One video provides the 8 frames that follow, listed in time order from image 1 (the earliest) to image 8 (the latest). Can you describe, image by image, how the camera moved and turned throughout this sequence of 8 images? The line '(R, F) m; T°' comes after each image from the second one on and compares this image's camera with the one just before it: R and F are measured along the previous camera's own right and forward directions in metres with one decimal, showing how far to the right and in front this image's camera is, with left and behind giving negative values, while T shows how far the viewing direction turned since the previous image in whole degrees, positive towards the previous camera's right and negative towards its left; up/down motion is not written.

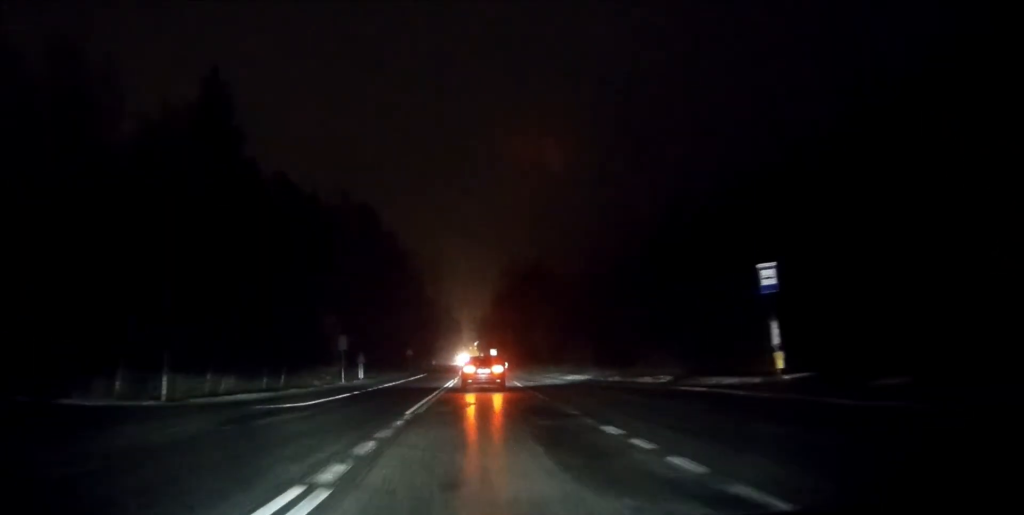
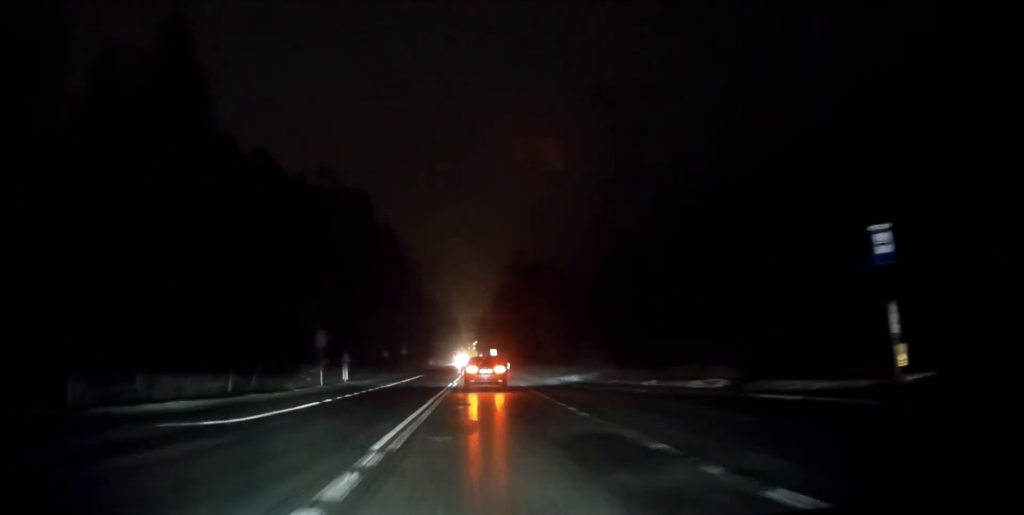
(0.0, +6.2) m; 0°
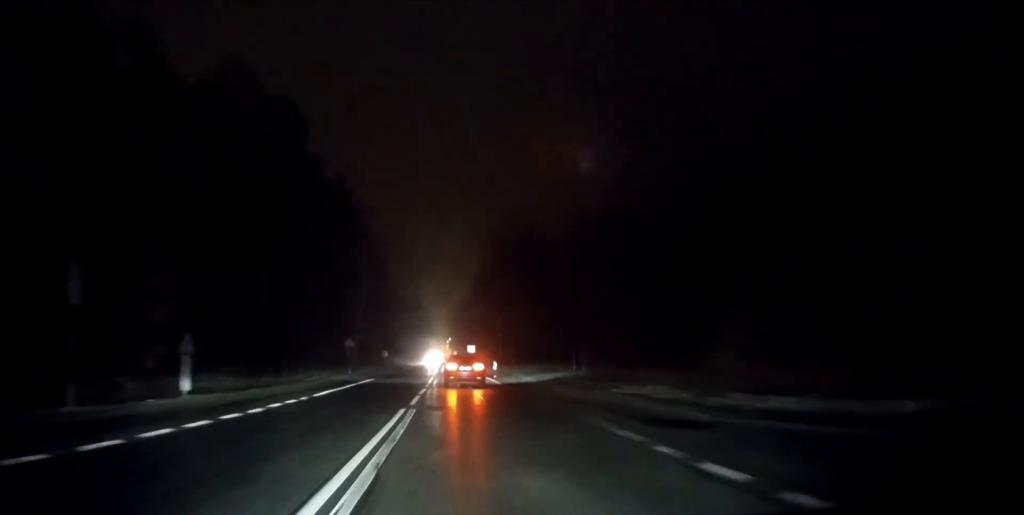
(+0.2, +21.2) m; +2°
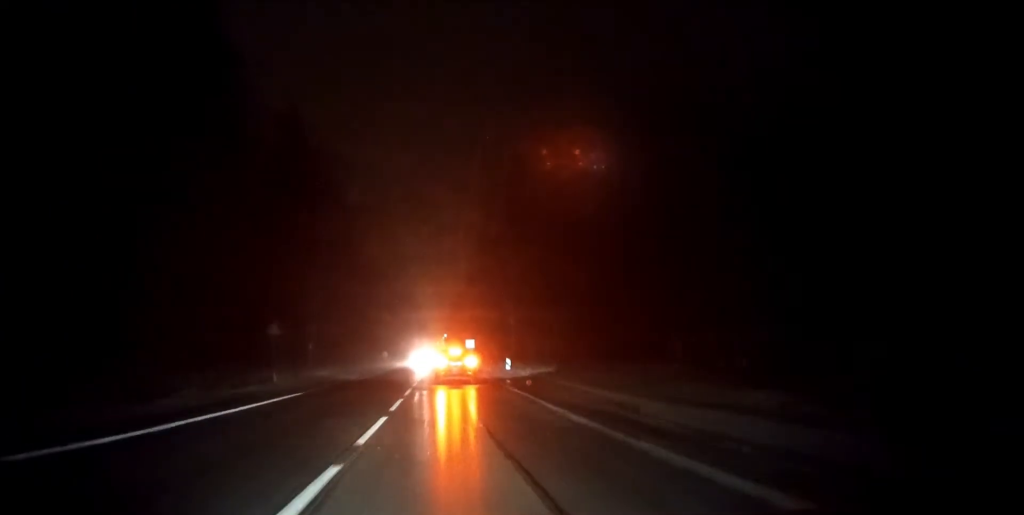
(+0.3, +19.9) m; +1°
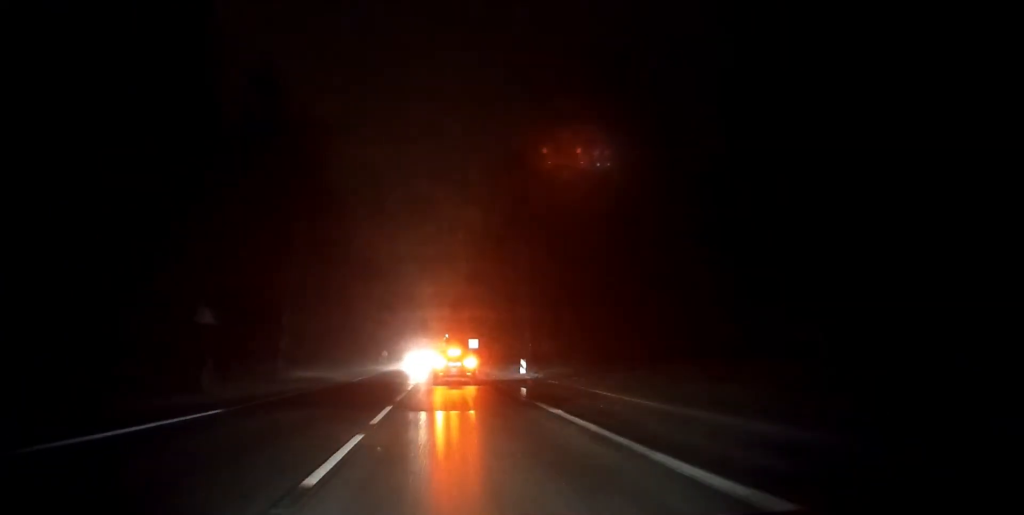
(0.0, +9.1) m; 0°
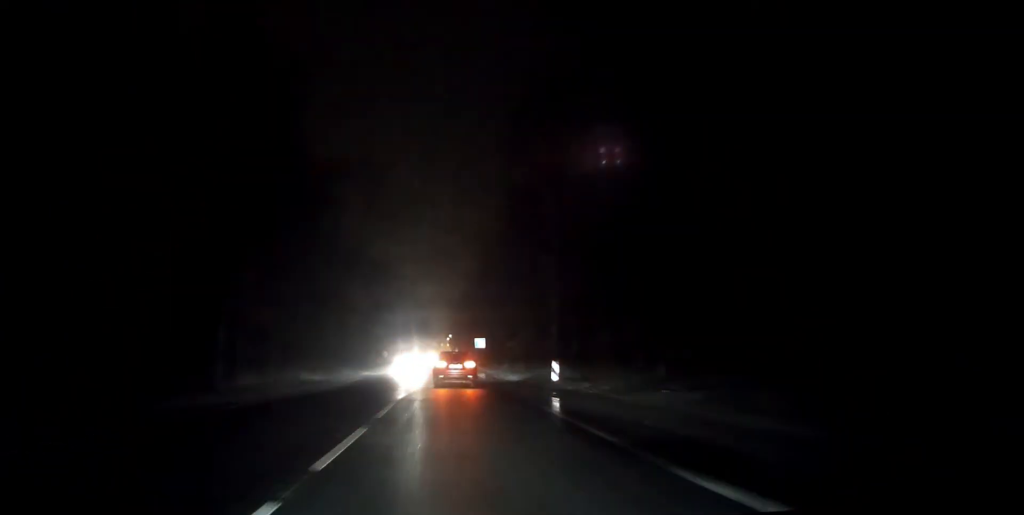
(0.0, +11.4) m; 0°
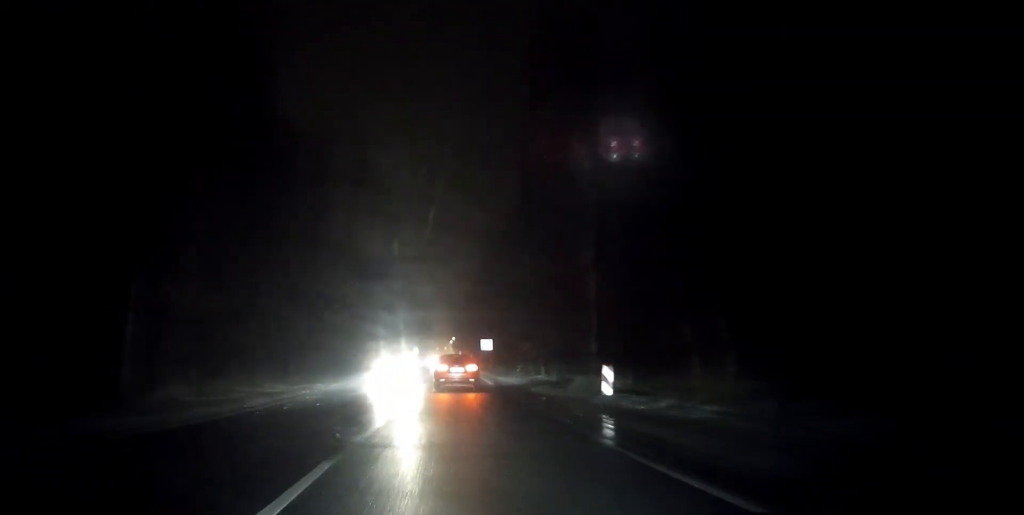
(0.0, +9.6) m; 0°
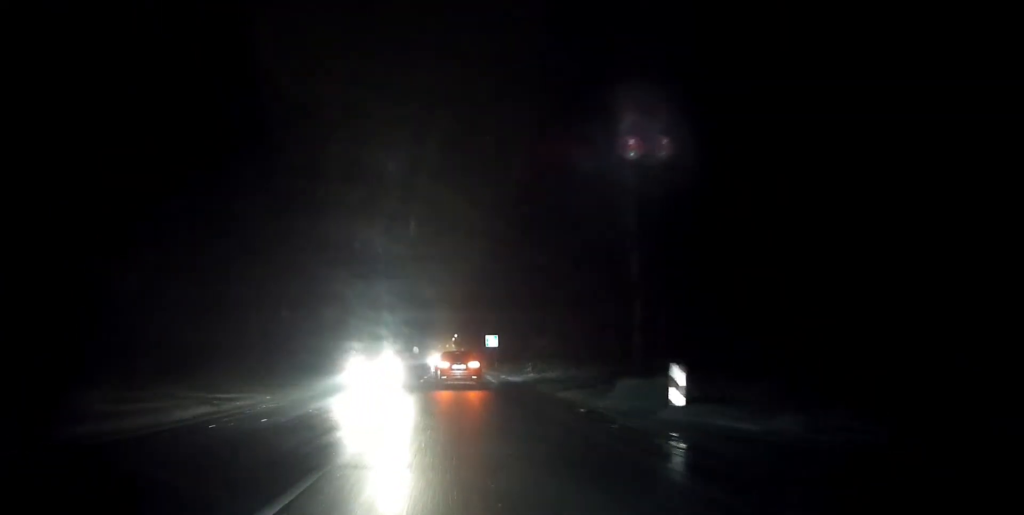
(0.0, +6.3) m; 0°
